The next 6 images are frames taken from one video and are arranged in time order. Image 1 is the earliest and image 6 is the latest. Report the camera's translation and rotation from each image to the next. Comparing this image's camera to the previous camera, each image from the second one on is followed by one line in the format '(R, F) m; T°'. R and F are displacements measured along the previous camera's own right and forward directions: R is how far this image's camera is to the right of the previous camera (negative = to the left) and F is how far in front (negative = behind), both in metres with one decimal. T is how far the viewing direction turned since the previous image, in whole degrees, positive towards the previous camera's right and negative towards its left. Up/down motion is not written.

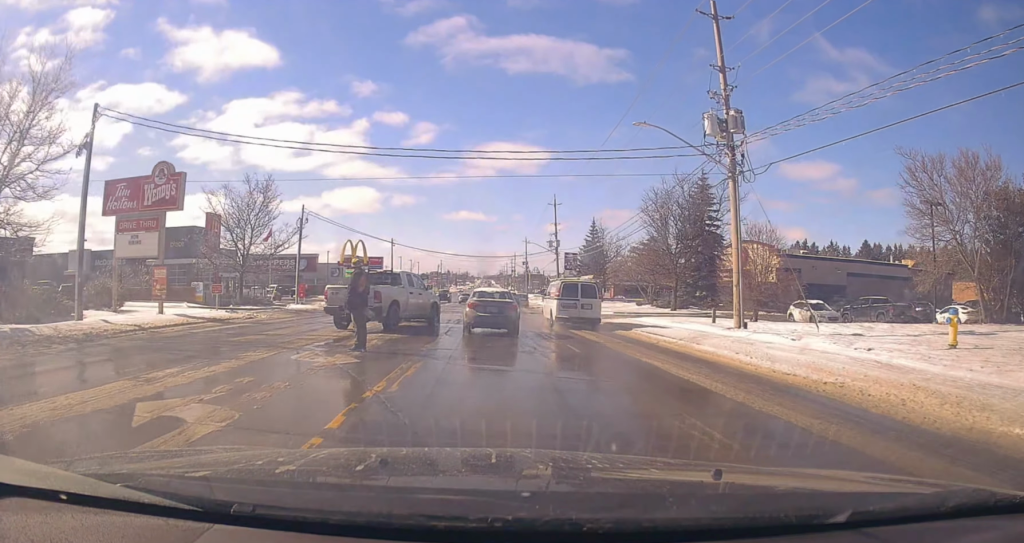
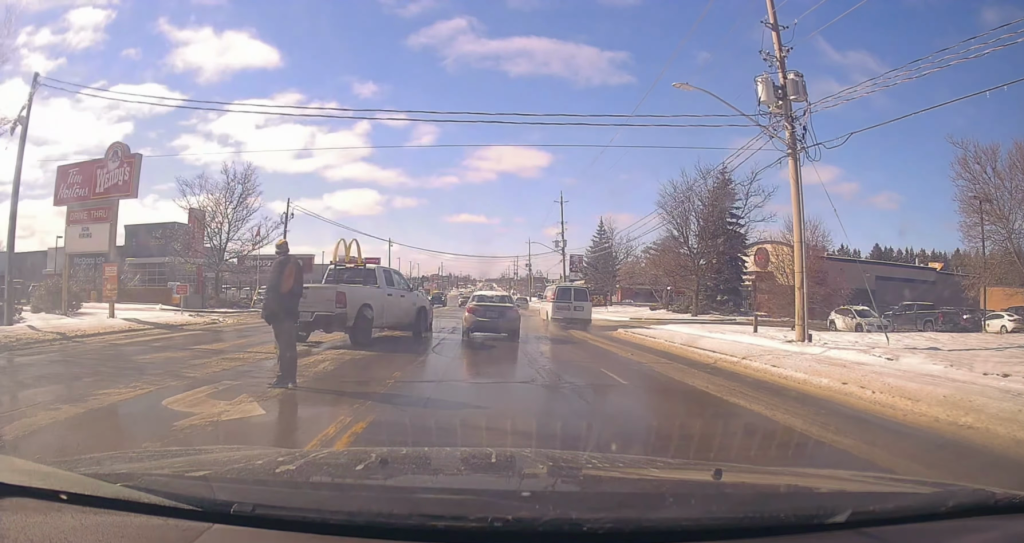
(+0.1, +4.8) m; +1°
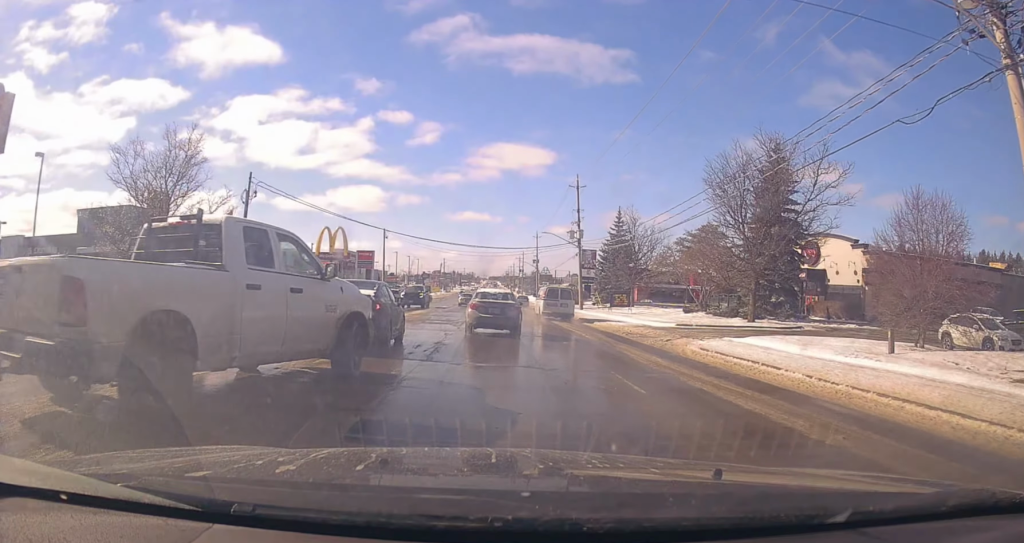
(0.0, +9.3) m; 0°
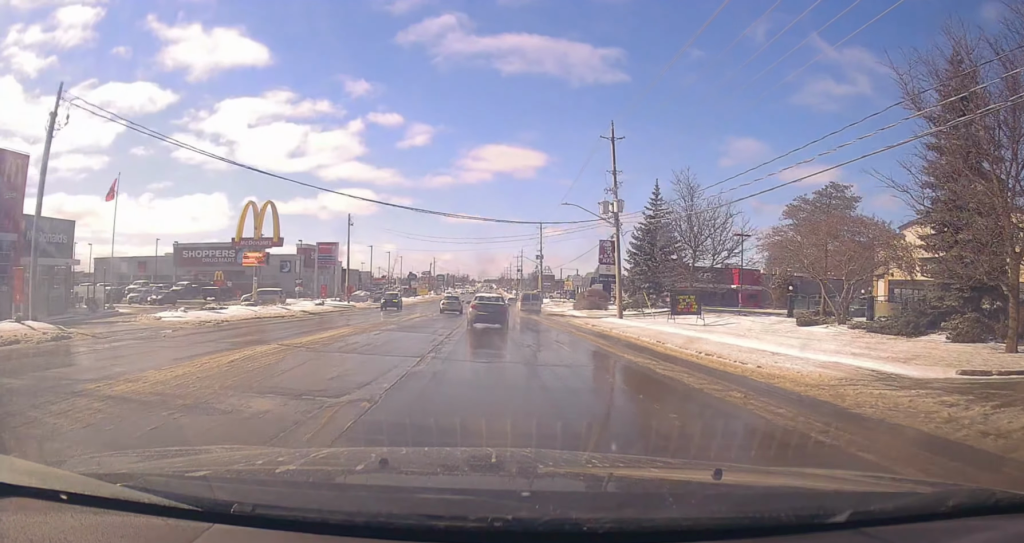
(-1.0, +20.1) m; -4°
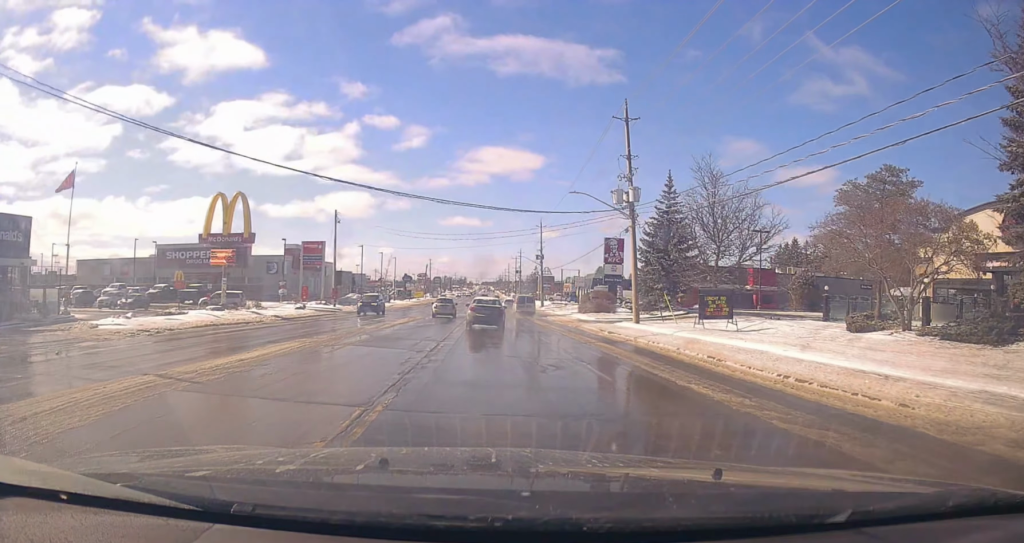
(+0.3, +5.2) m; +2°
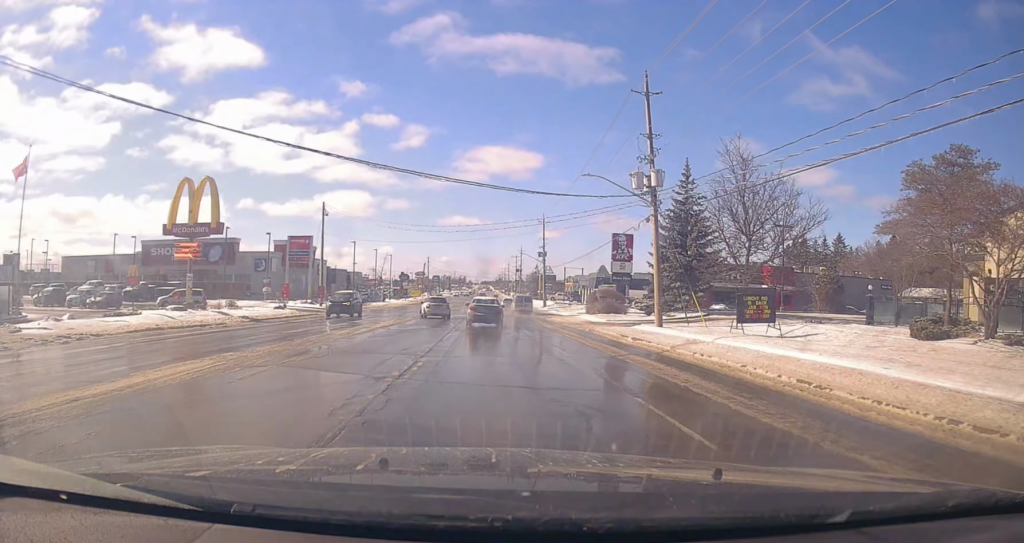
(+0.2, +4.8) m; +2°
